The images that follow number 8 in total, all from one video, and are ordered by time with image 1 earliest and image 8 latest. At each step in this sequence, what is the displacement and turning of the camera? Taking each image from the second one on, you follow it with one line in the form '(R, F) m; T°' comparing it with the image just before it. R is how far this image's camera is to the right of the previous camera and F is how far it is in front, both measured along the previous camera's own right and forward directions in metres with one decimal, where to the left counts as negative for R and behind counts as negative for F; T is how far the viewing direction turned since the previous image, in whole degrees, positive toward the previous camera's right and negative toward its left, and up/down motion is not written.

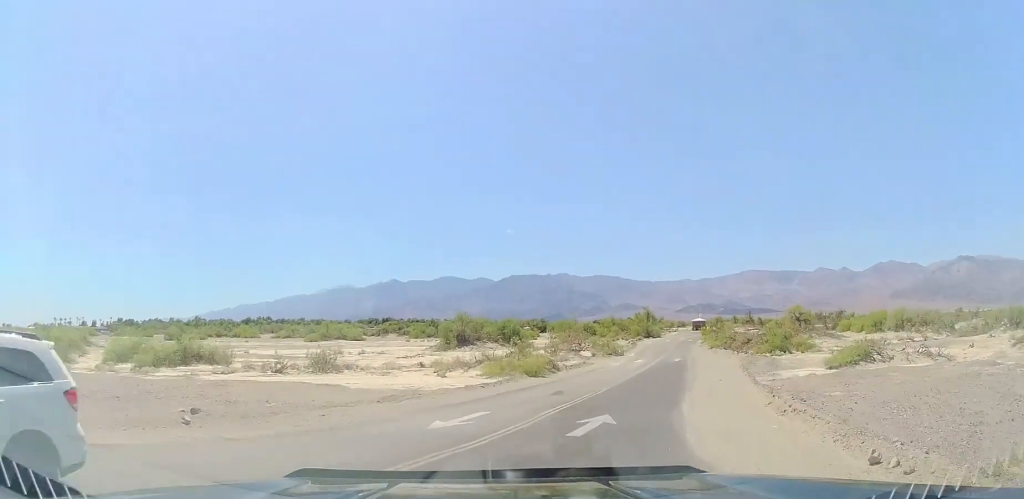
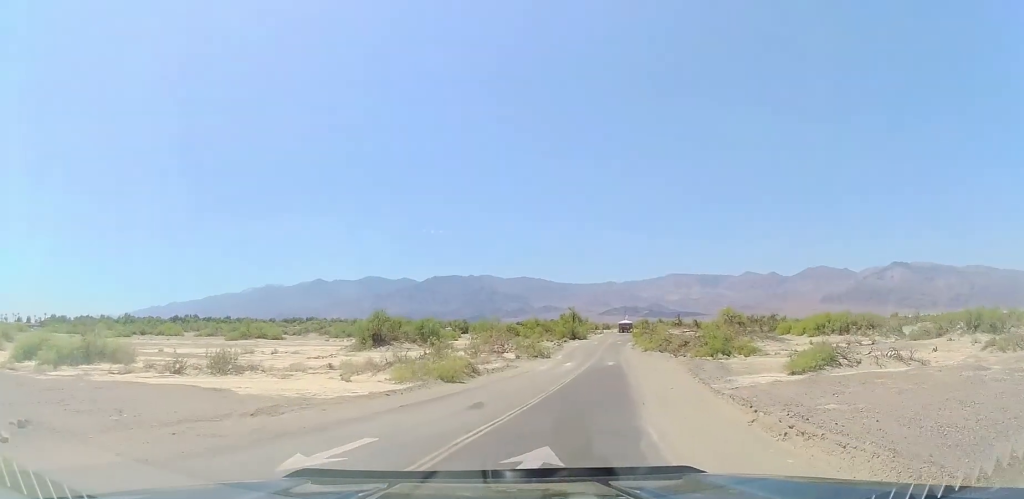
(+0.1, +4.1) m; +10°
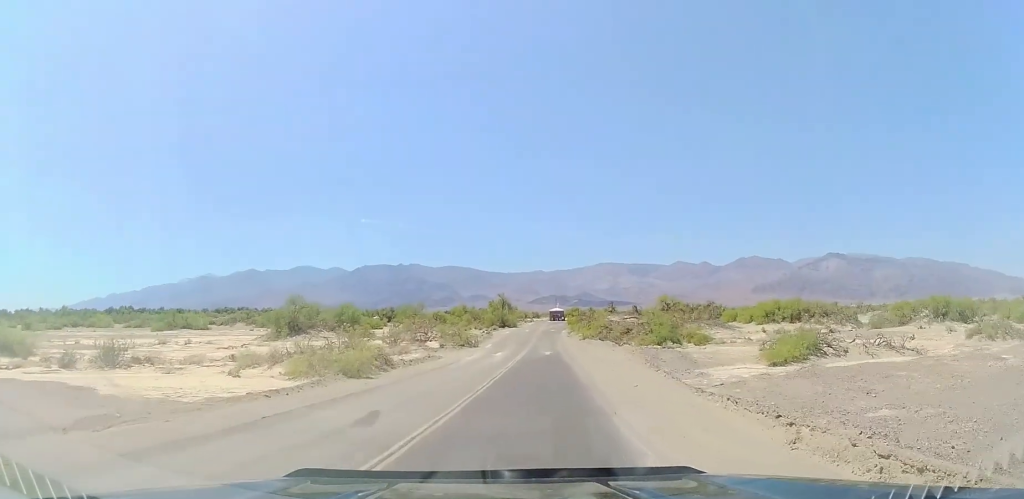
(+0.8, +5.3) m; +7°
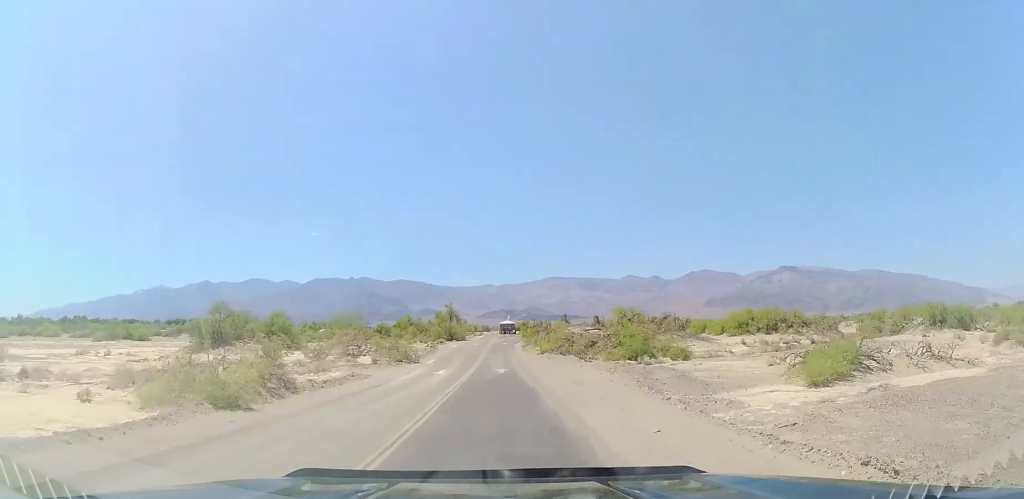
(+0.5, +7.1) m; +7°
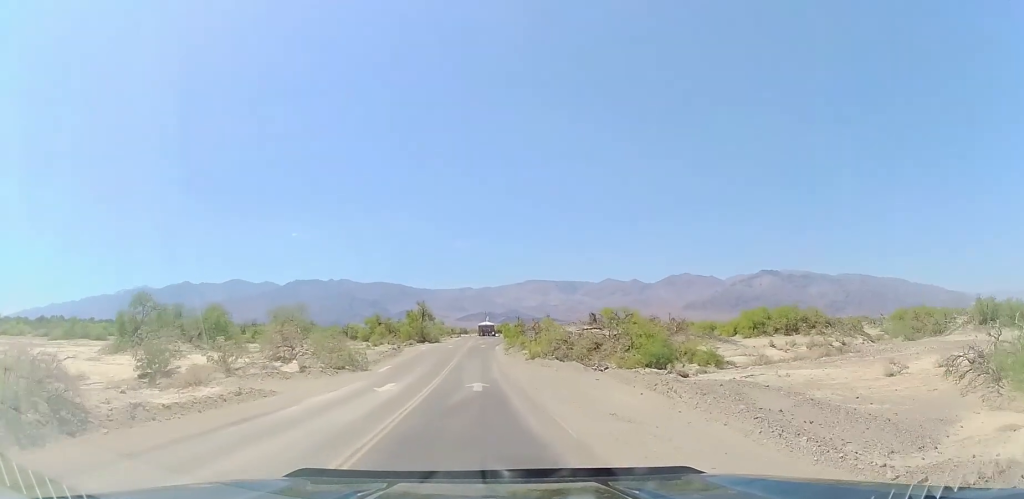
(+0.7, +10.5) m; +8°
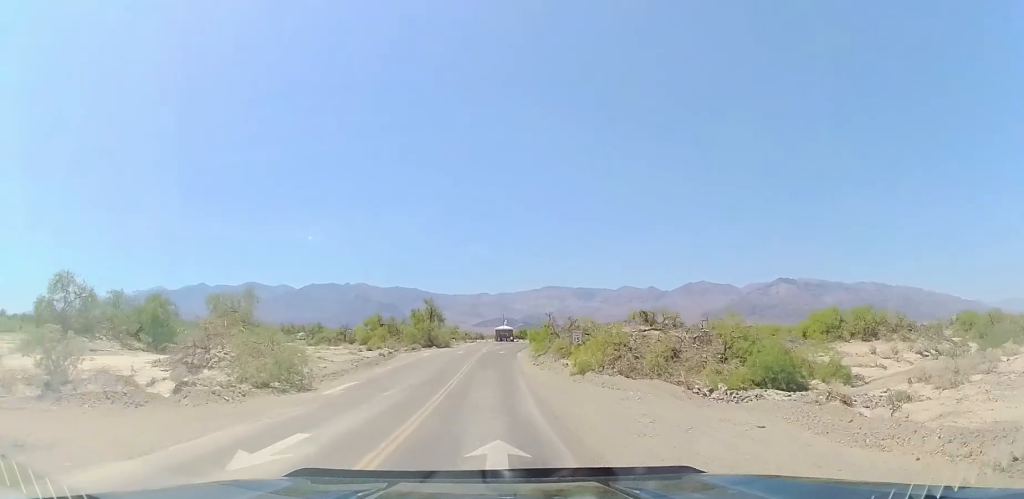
(+0.6, +13.0) m; -1°
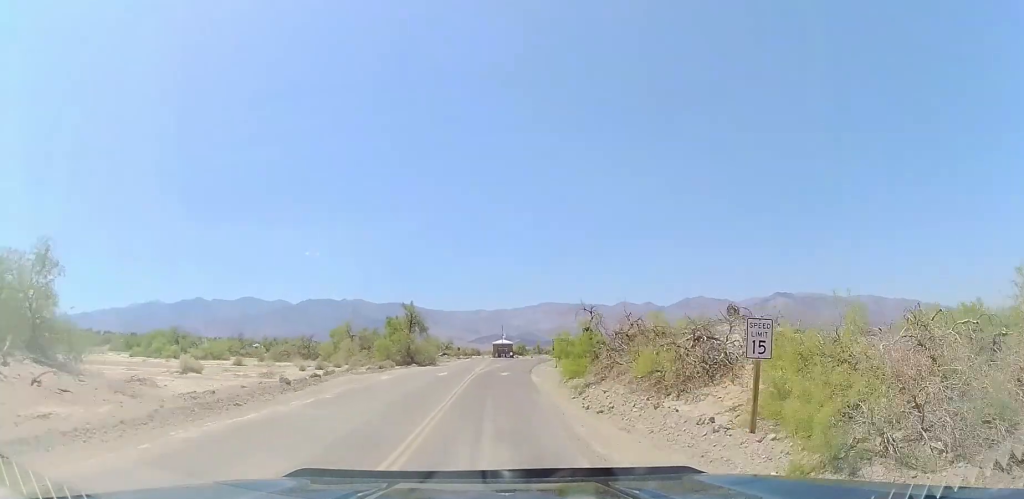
(-0.6, +18.0) m; -1°
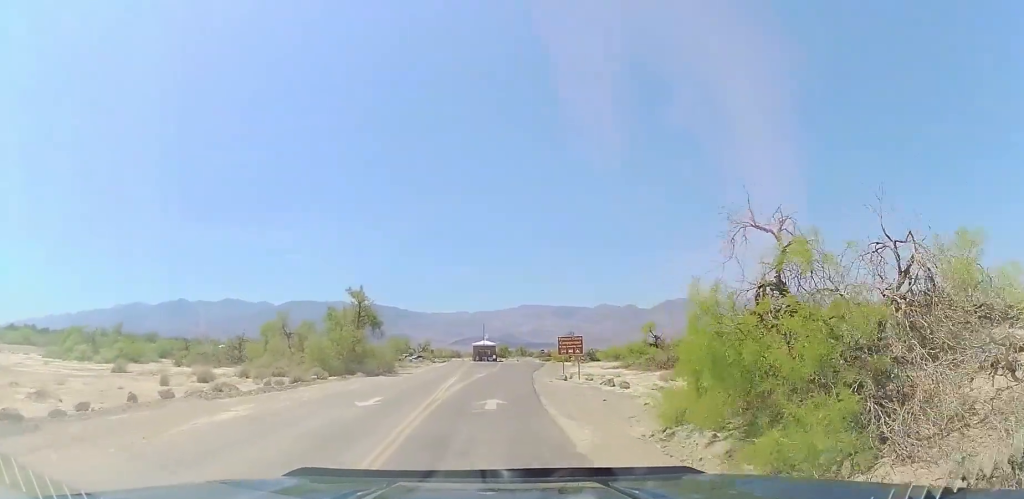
(+0.5, +17.7) m; +1°
